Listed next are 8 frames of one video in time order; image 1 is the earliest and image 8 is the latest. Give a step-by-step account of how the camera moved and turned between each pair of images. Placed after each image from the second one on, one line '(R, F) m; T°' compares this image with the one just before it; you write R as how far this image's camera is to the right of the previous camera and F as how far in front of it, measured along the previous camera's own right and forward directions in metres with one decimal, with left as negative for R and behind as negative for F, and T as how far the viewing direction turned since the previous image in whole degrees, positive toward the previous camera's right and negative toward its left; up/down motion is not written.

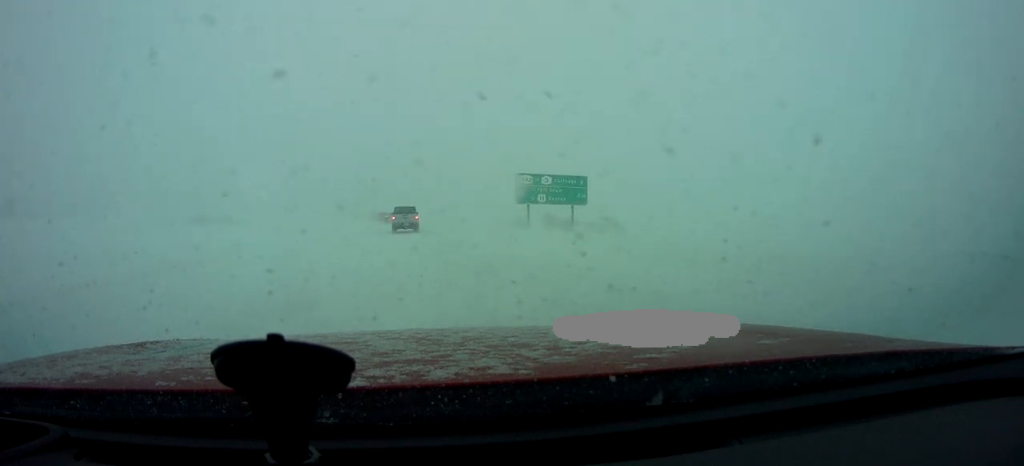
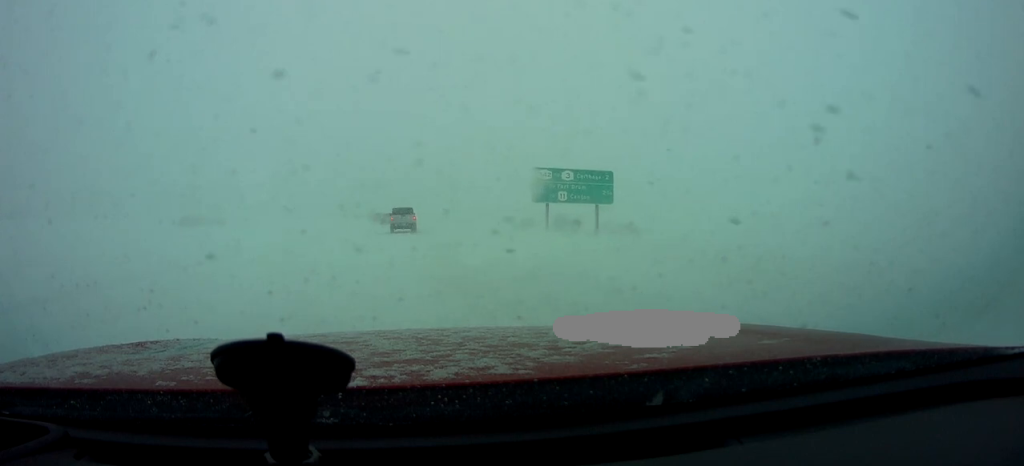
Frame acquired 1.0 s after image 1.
(-0.9, +7.8) m; -3°
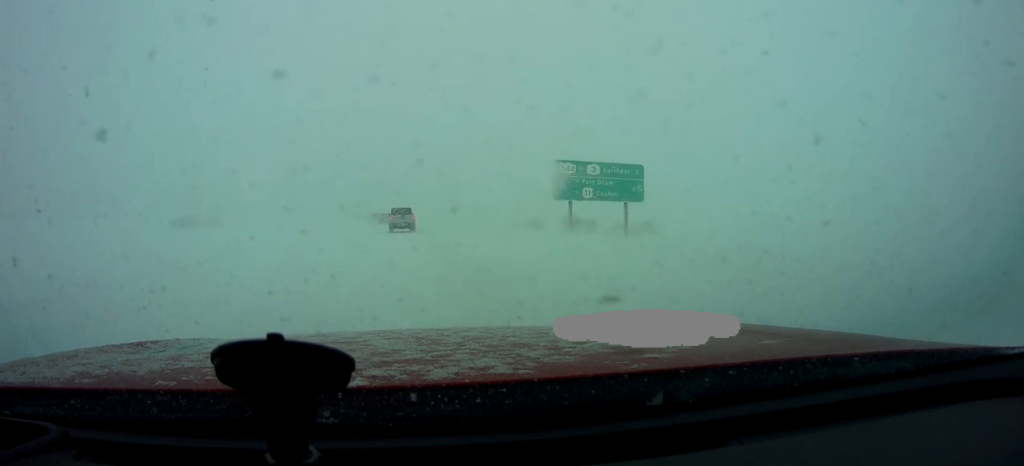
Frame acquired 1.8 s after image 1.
(+0.4, +6.3) m; 0°
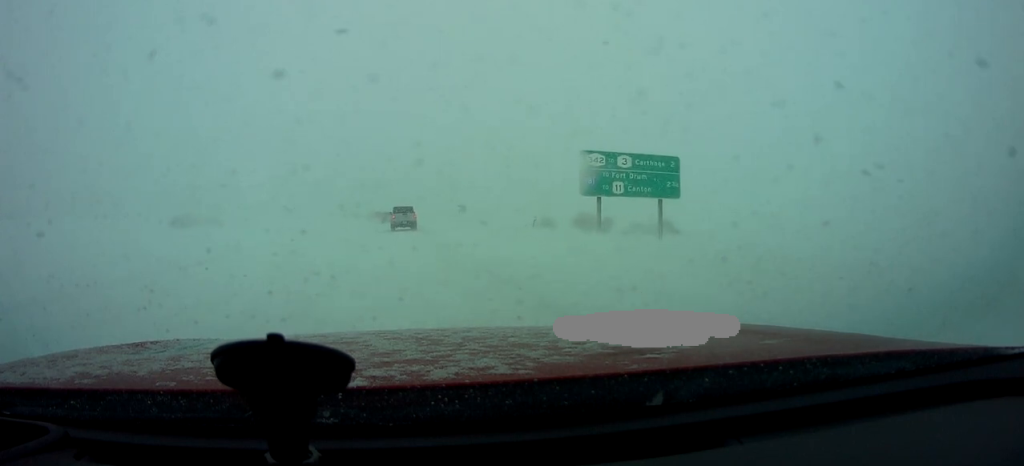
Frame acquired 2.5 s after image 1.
(-0.2, +5.4) m; 0°
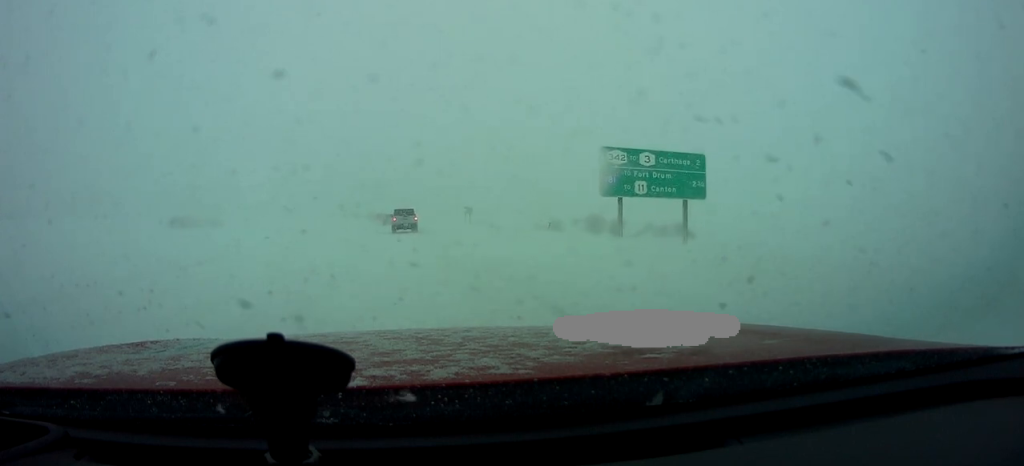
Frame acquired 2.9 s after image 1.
(-0.2, +3.2) m; 0°
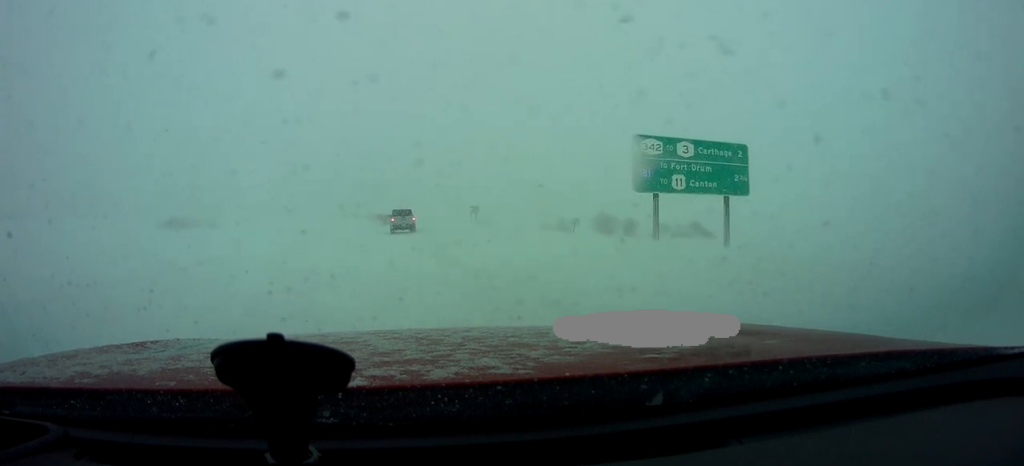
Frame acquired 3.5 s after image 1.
(+0.3, +5.1) m; -1°
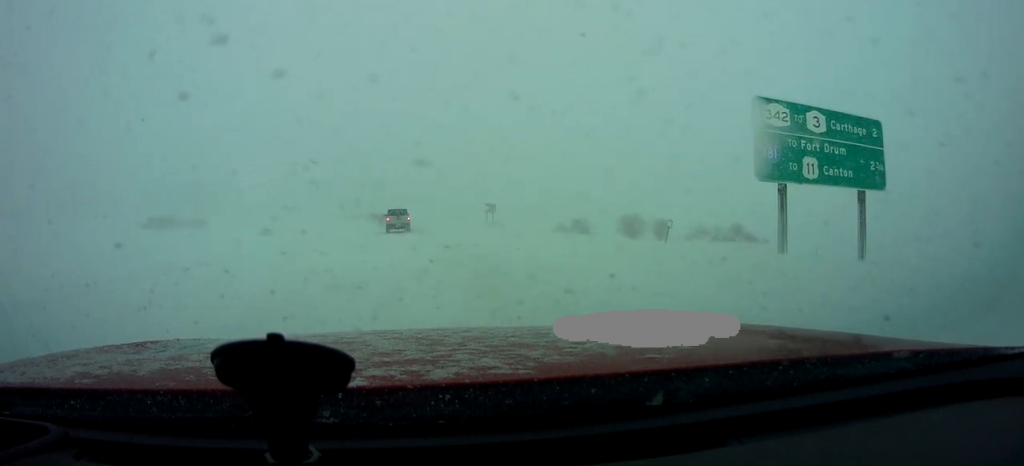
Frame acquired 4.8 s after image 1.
(-0.5, +11.3) m; -4°
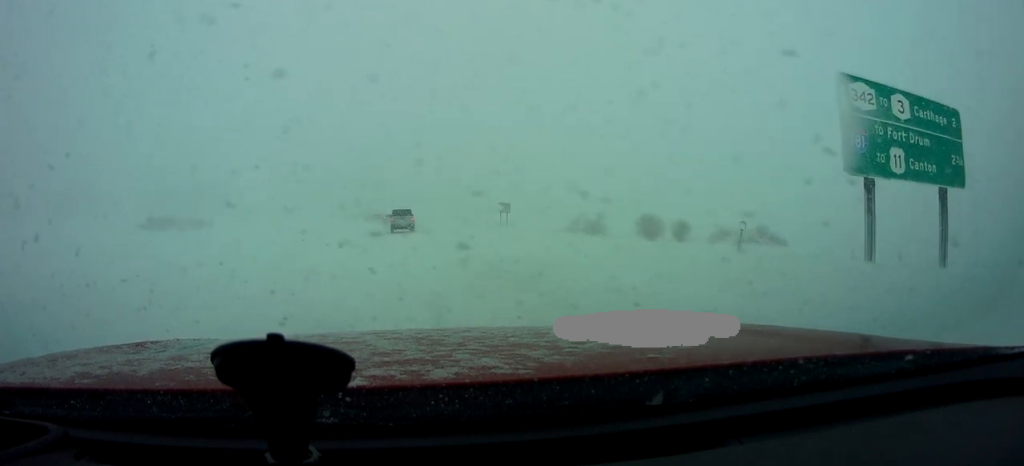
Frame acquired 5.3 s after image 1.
(0.0, +4.4) m; 0°
